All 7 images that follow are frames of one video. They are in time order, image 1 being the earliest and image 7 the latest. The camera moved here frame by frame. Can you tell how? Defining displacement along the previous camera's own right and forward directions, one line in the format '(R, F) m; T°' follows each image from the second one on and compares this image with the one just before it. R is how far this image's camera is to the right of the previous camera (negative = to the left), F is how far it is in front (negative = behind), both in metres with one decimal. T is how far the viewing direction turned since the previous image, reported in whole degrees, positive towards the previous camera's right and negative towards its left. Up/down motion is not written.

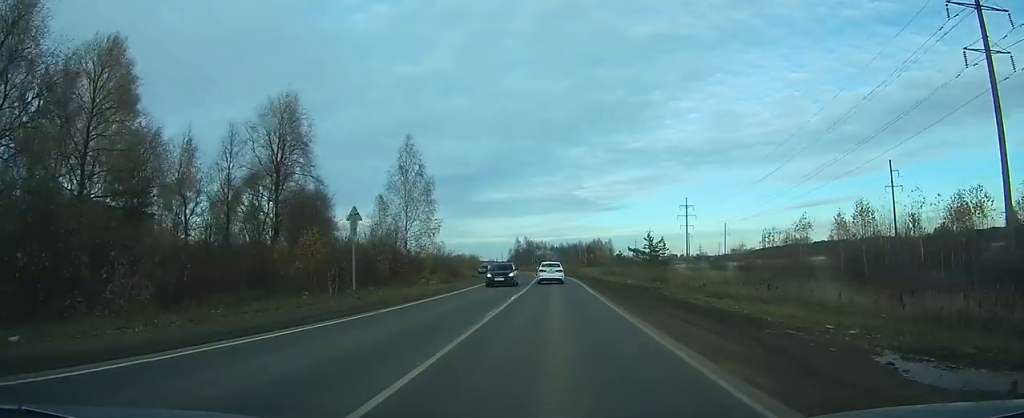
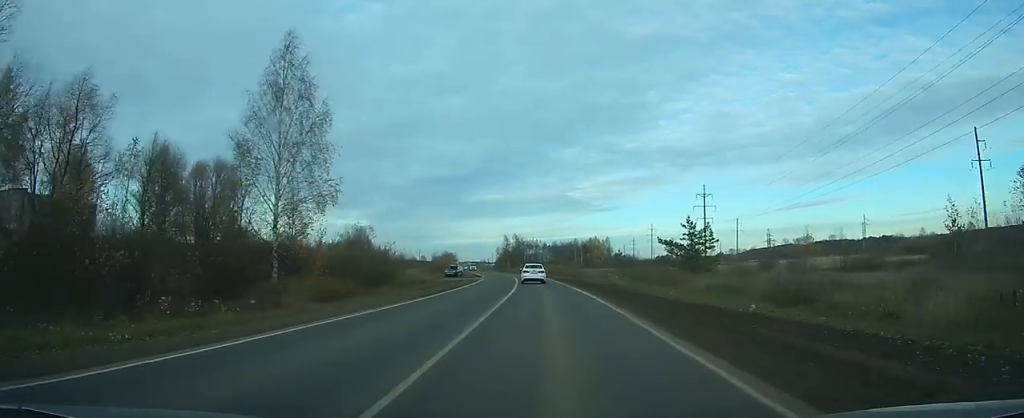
(+0.1, +25.9) m; 0°
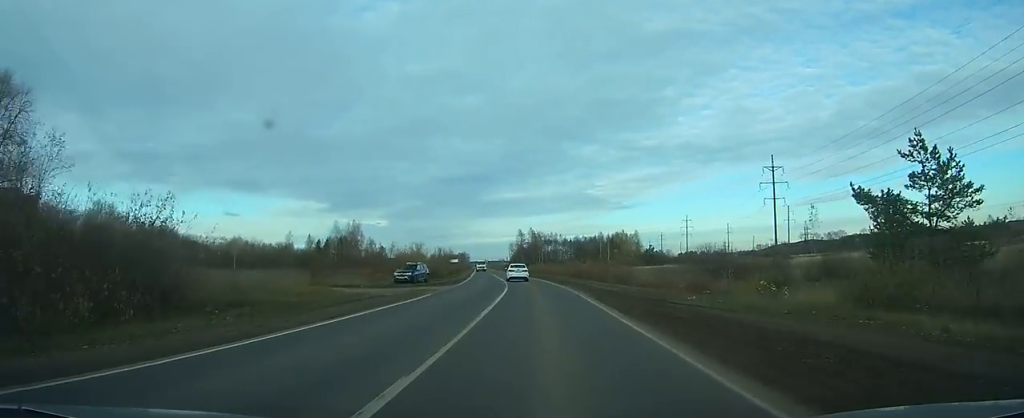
(0.0, +33.0) m; -1°
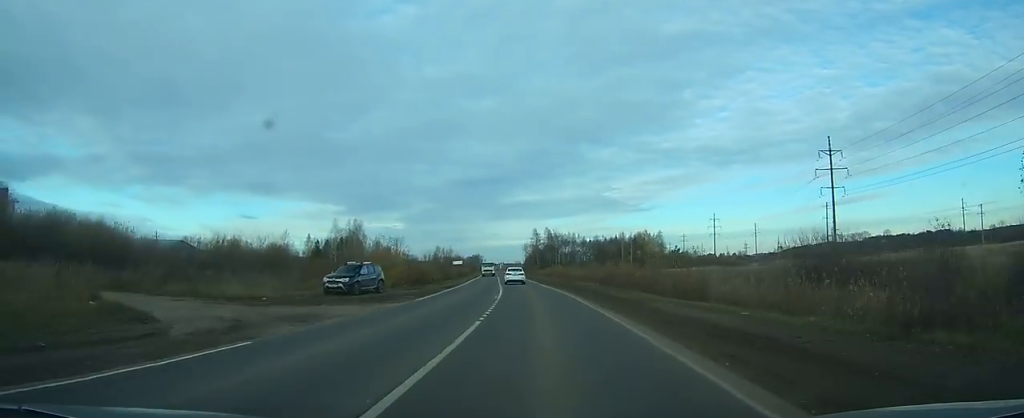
(-0.1, +17.2) m; -1°
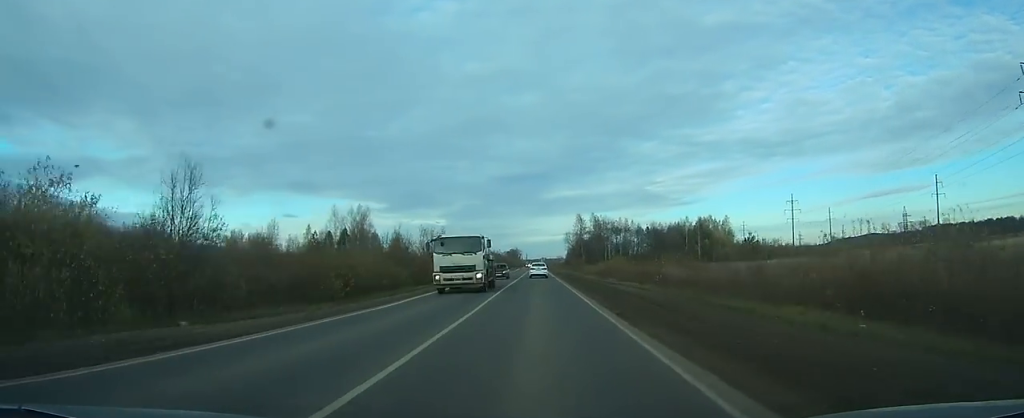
(-0.8, +38.5) m; -3°
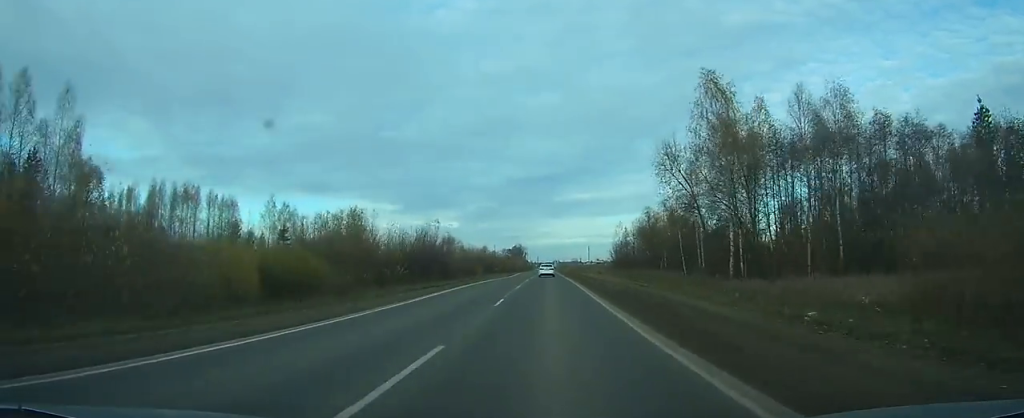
(-6.6, +126.1) m; -4°
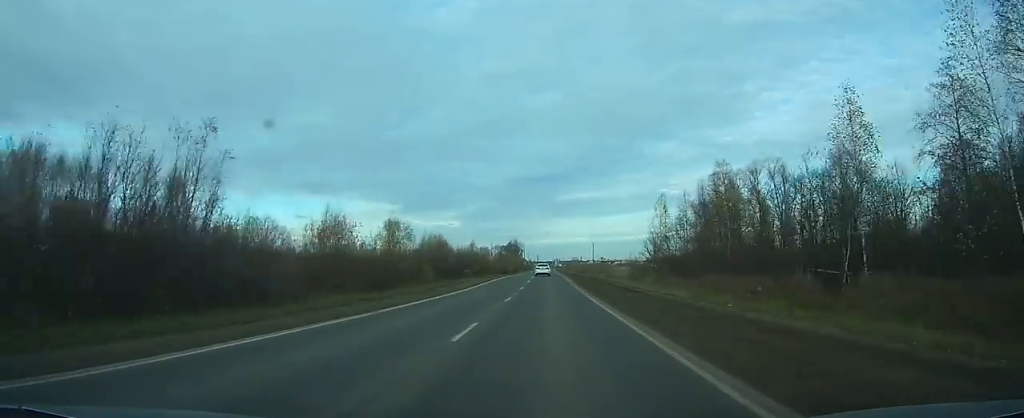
(0.0, +43.7) m; 0°
